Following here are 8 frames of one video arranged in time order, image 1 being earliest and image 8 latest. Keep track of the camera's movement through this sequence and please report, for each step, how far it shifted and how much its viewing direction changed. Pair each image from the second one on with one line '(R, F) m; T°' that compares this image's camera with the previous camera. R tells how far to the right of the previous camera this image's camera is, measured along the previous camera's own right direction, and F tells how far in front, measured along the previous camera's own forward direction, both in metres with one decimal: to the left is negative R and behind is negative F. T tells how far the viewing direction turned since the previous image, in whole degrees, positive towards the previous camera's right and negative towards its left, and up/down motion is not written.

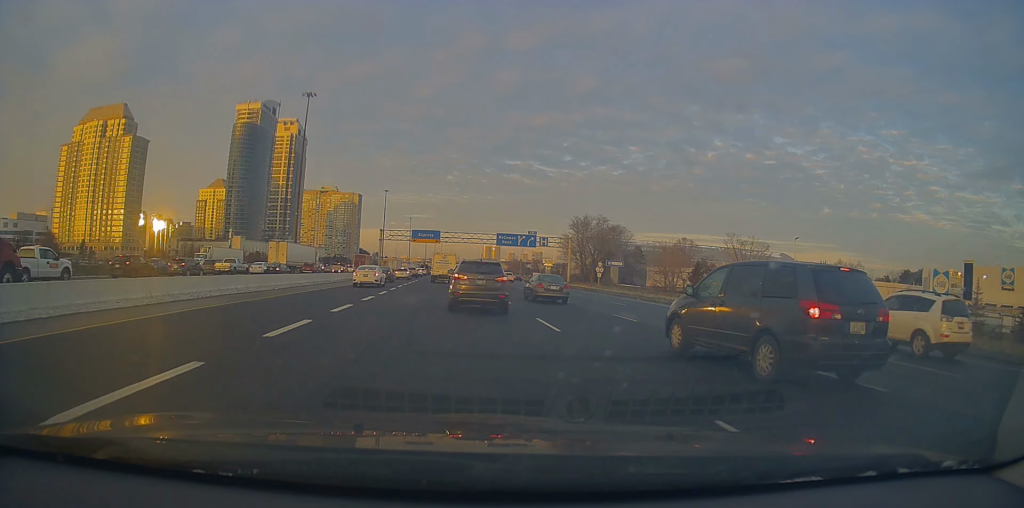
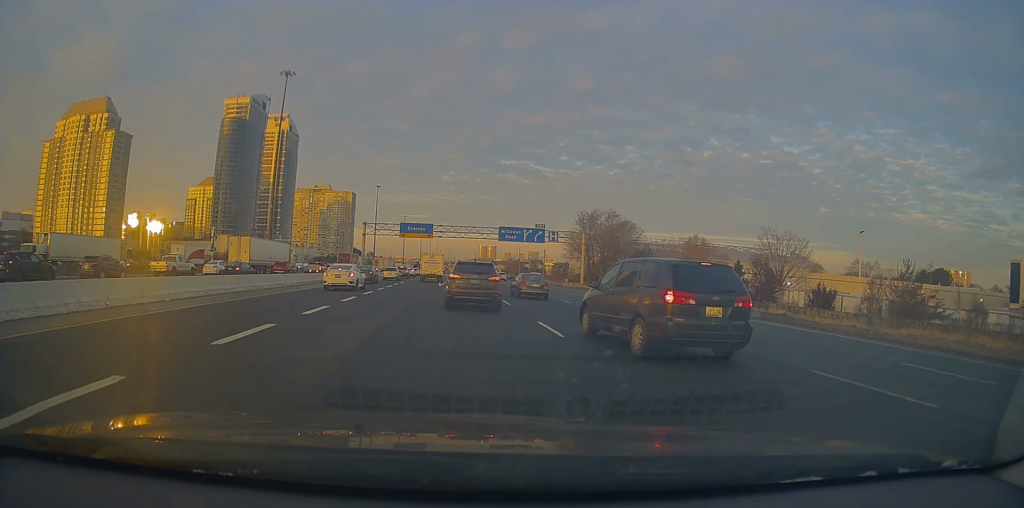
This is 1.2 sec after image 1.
(-0.7, +13.3) m; -1°
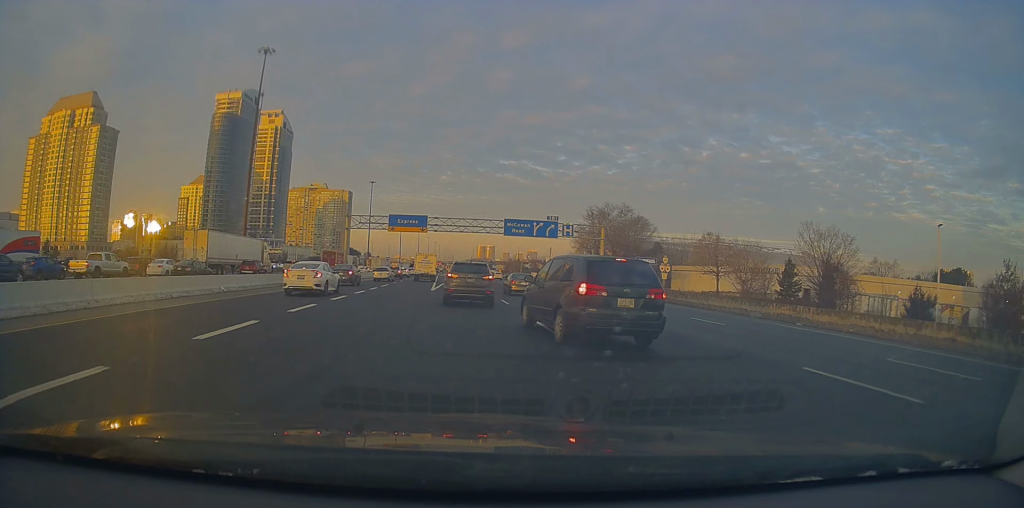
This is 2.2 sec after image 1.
(+0.6, +11.7) m; +2°
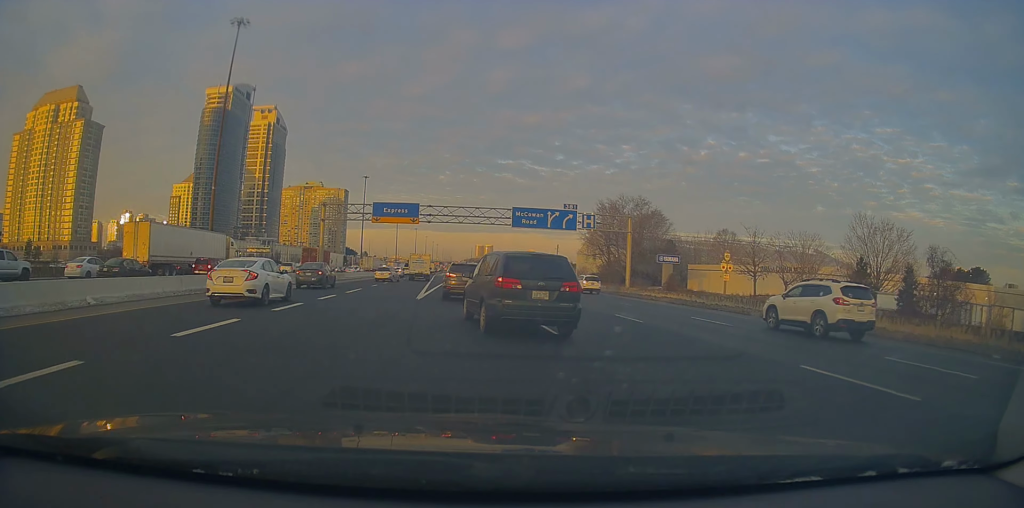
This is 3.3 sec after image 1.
(-0.2, +12.1) m; 0°
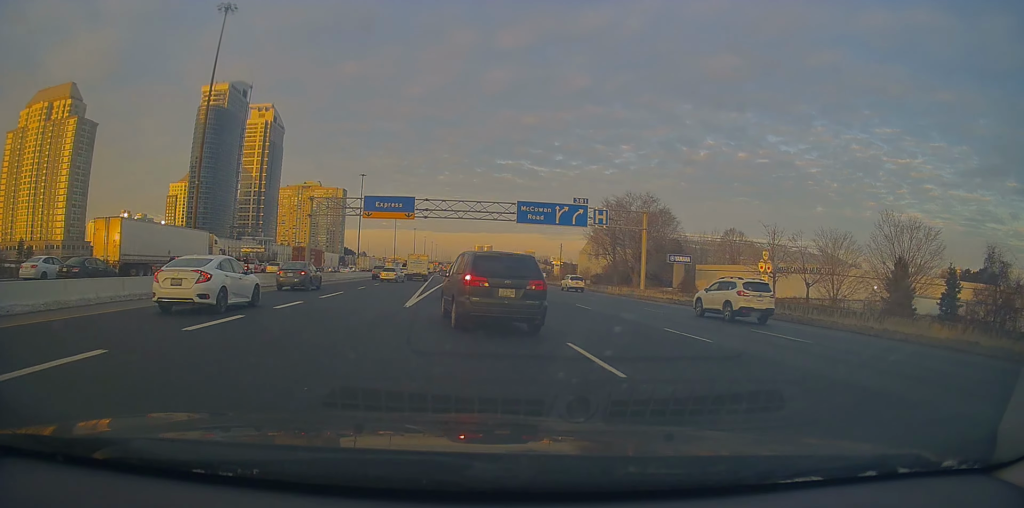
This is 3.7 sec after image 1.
(+0.1, +5.2) m; 0°
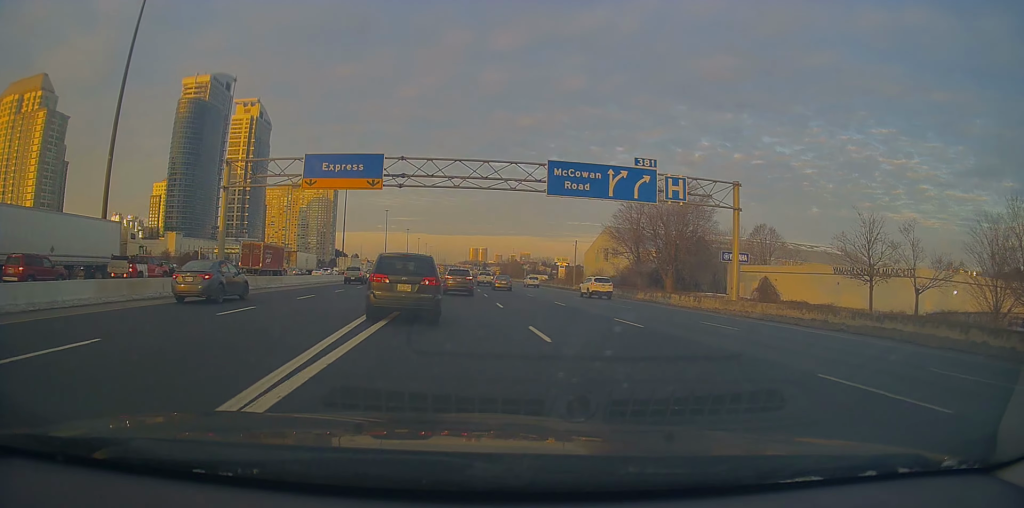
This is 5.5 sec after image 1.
(-0.3, +19.1) m; -2°
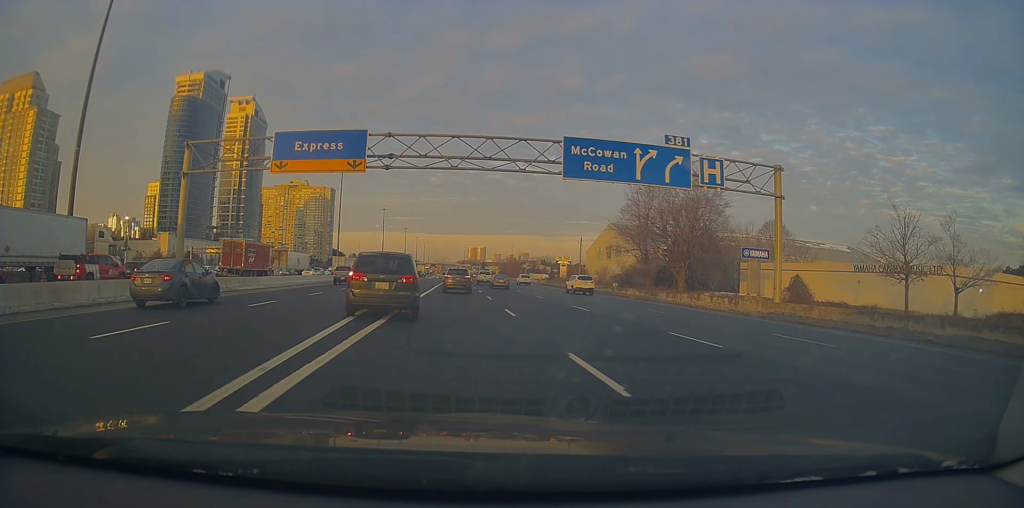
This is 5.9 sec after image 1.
(+0.1, +5.3) m; +1°
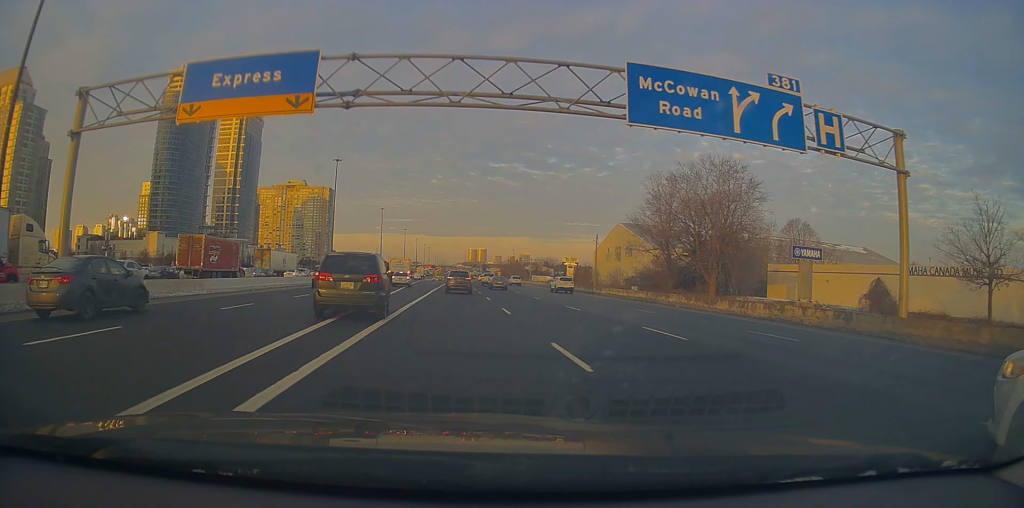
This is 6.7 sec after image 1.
(+0.1, +9.7) m; +1°
